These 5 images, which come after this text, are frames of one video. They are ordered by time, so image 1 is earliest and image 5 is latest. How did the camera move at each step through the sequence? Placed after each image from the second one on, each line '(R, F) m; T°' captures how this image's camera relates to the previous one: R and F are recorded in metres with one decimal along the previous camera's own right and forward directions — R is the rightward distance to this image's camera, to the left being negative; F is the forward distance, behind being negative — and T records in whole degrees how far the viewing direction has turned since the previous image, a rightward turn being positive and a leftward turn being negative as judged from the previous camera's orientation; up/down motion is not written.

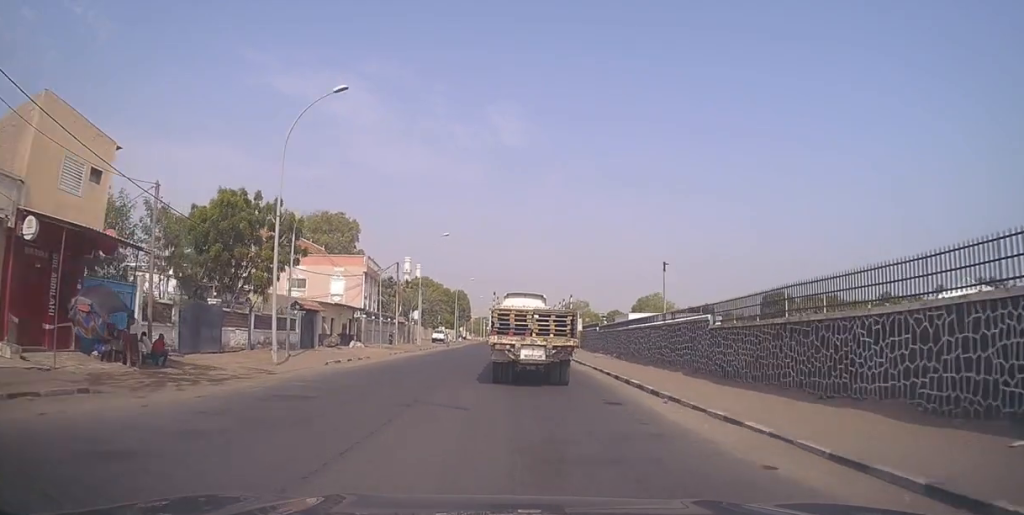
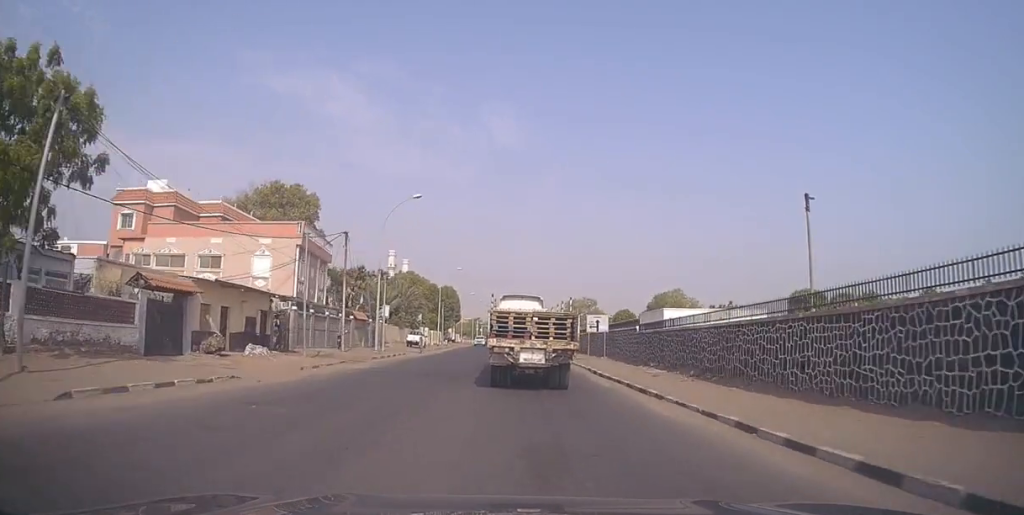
(+0.8, +16.6) m; +3°
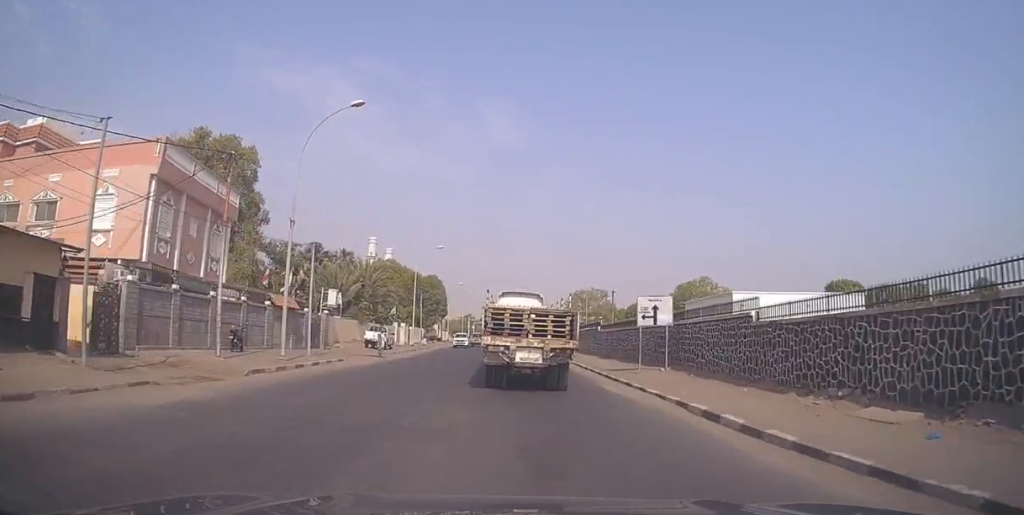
(-0.2, +16.9) m; 0°
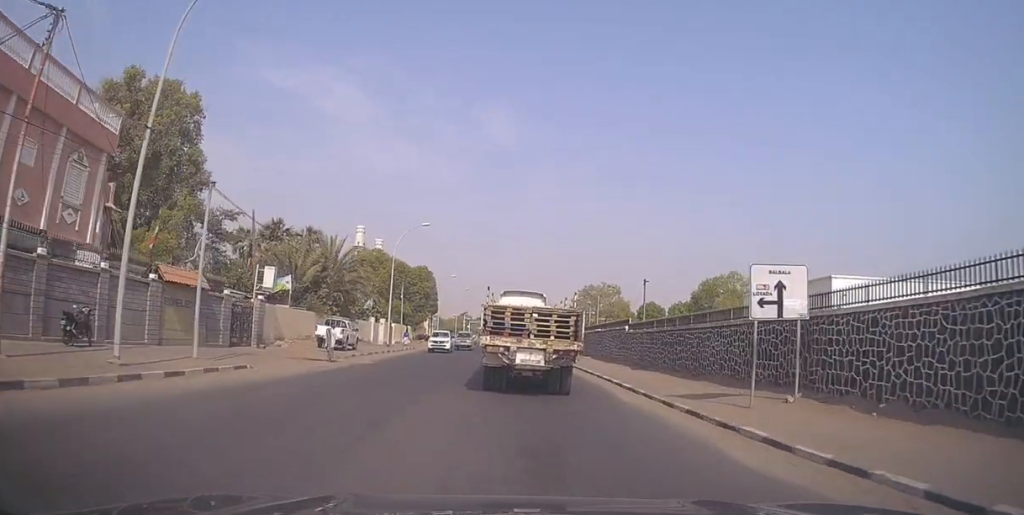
(+0.3, +11.6) m; -1°
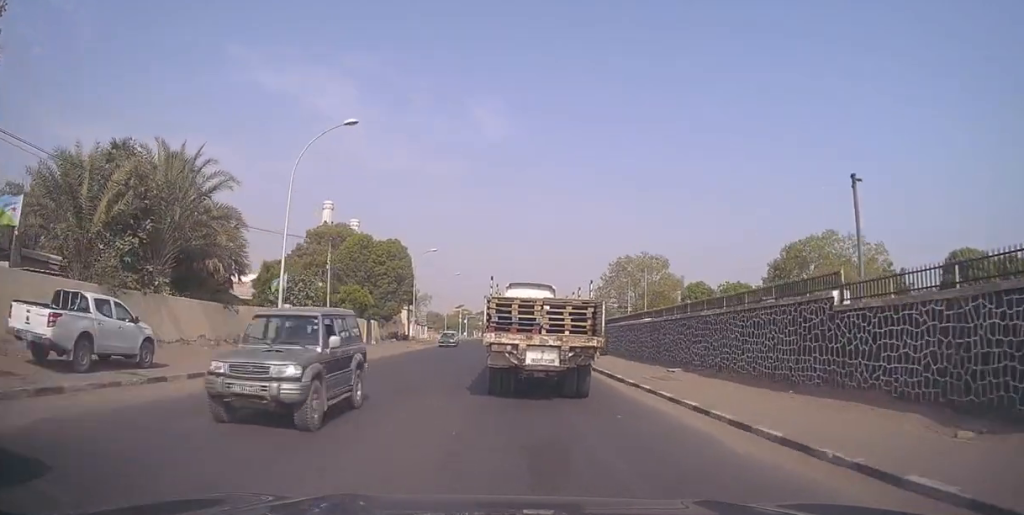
(-0.3, +23.8) m; -1°
